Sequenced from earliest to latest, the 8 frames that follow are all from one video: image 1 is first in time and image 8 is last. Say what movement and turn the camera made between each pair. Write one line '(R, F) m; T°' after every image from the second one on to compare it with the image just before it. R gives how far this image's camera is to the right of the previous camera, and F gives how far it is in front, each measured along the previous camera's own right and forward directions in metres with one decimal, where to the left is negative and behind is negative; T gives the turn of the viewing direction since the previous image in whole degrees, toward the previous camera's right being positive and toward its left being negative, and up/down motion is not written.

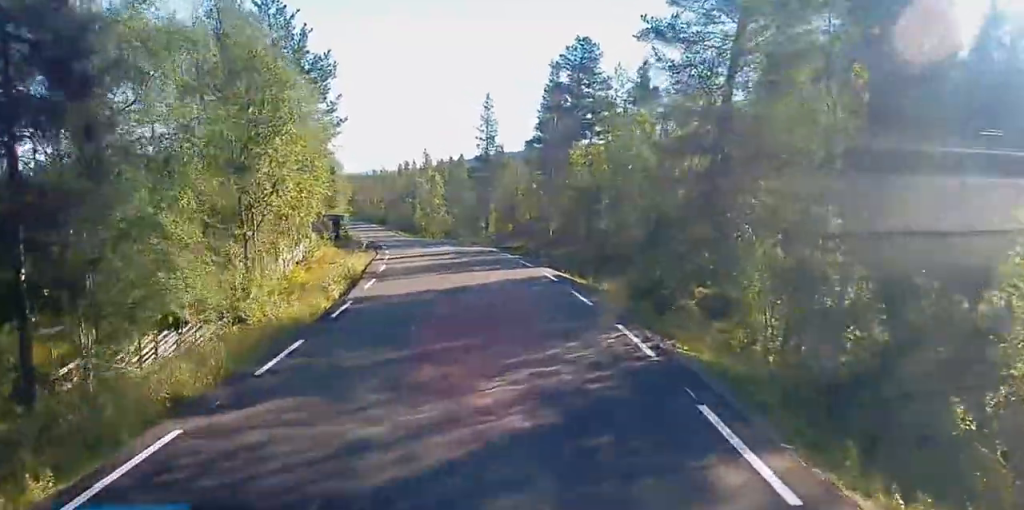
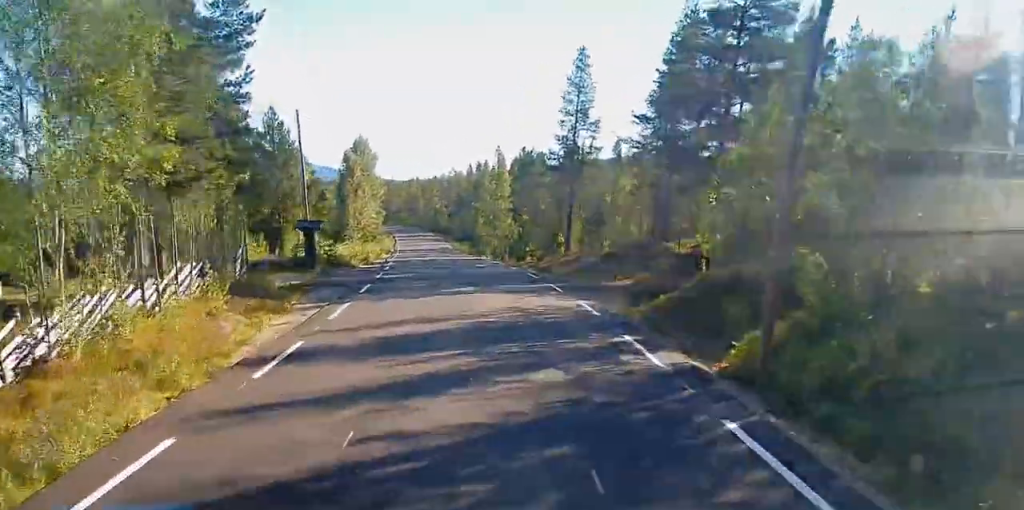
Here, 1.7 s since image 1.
(-0.9, +24.0) m; -12°
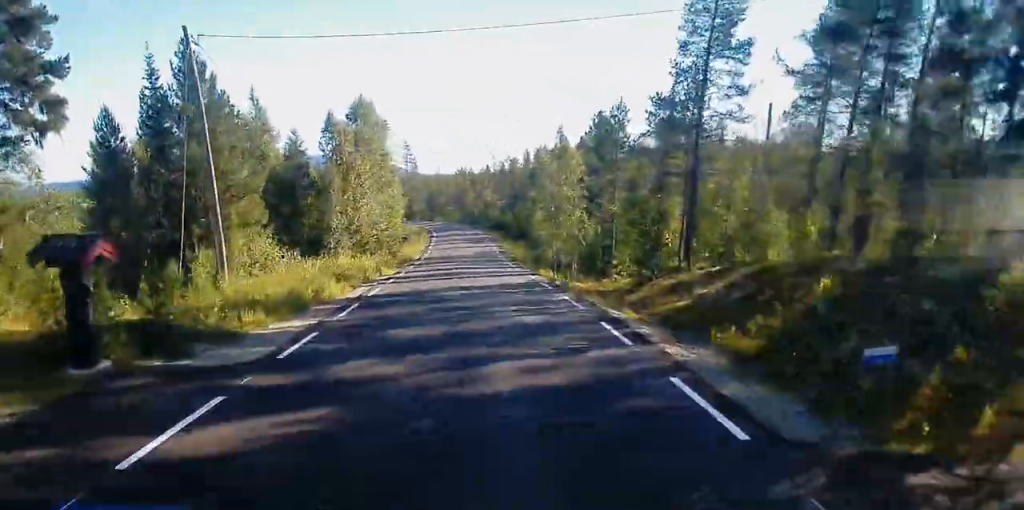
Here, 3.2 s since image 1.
(-1.5, +20.7) m; -3°
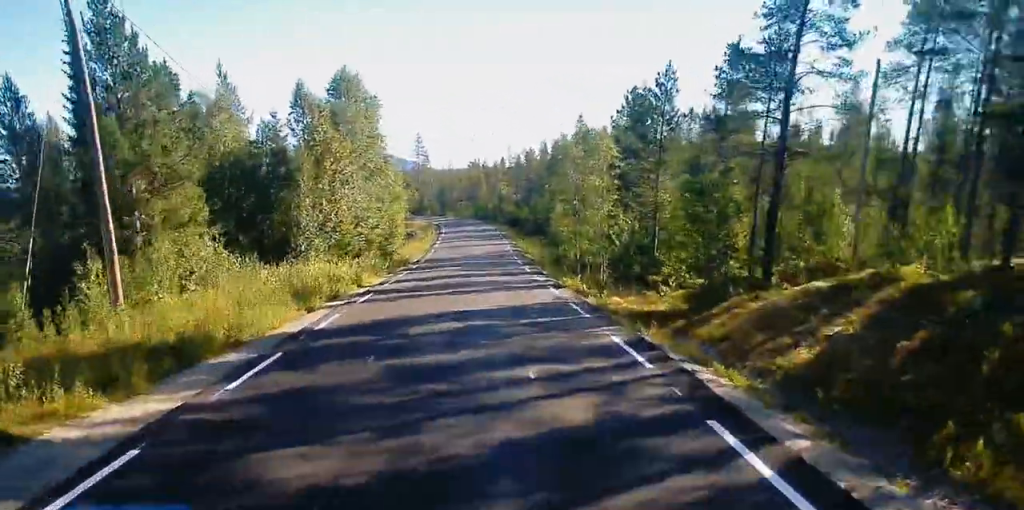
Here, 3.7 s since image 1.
(+0.2, +8.2) m; 0°
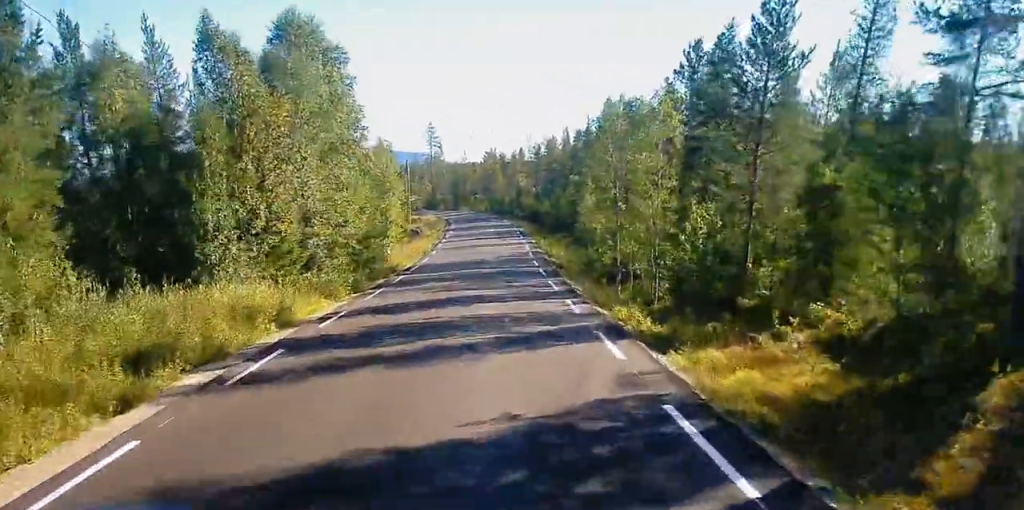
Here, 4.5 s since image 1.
(-0.3, +11.3) m; -1°
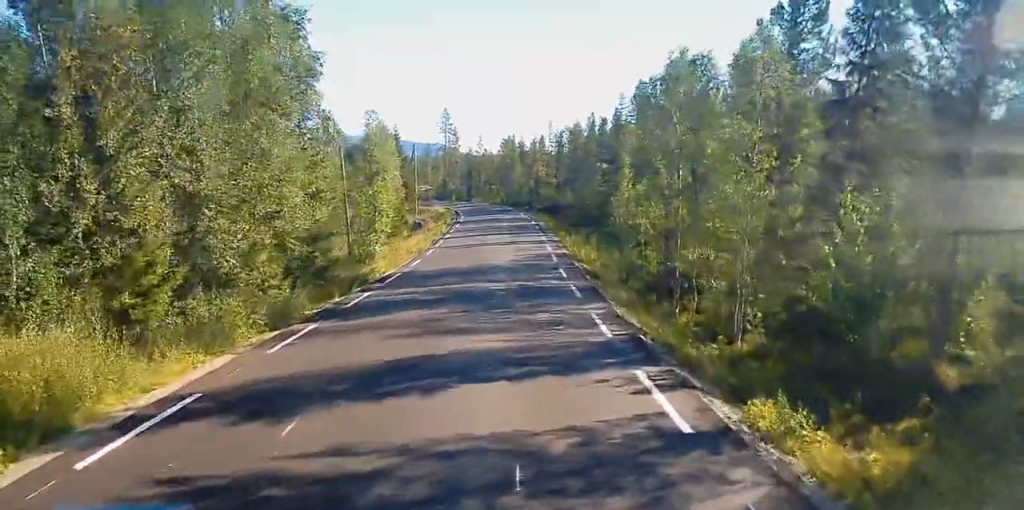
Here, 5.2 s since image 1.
(-0.1, +10.2) m; 0°
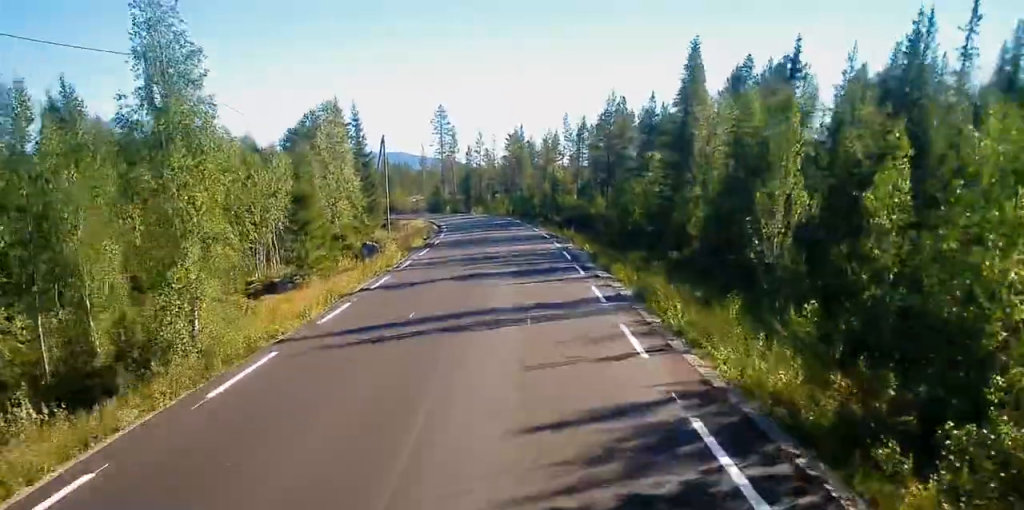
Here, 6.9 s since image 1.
(-0.1, +26.4) m; 0°
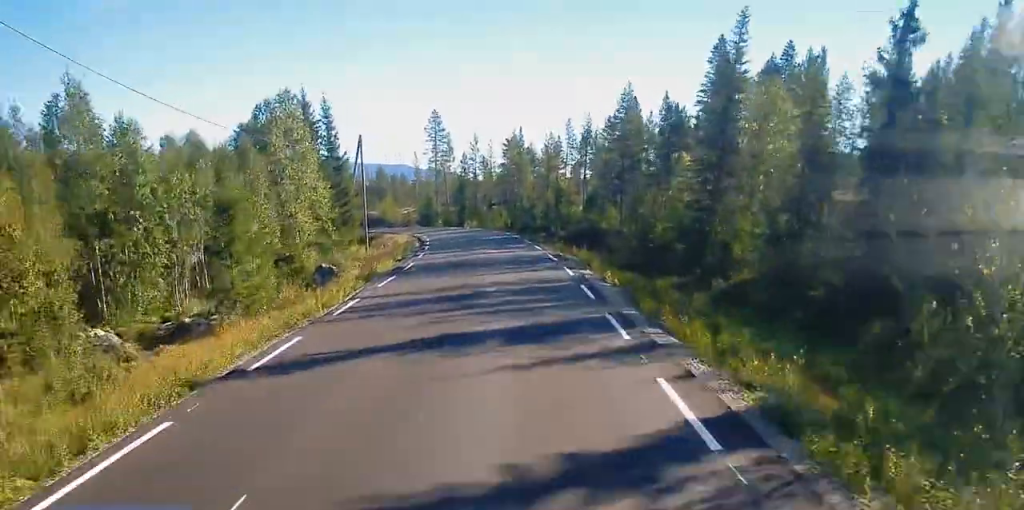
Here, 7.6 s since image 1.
(0.0, +9.7) m; 0°
